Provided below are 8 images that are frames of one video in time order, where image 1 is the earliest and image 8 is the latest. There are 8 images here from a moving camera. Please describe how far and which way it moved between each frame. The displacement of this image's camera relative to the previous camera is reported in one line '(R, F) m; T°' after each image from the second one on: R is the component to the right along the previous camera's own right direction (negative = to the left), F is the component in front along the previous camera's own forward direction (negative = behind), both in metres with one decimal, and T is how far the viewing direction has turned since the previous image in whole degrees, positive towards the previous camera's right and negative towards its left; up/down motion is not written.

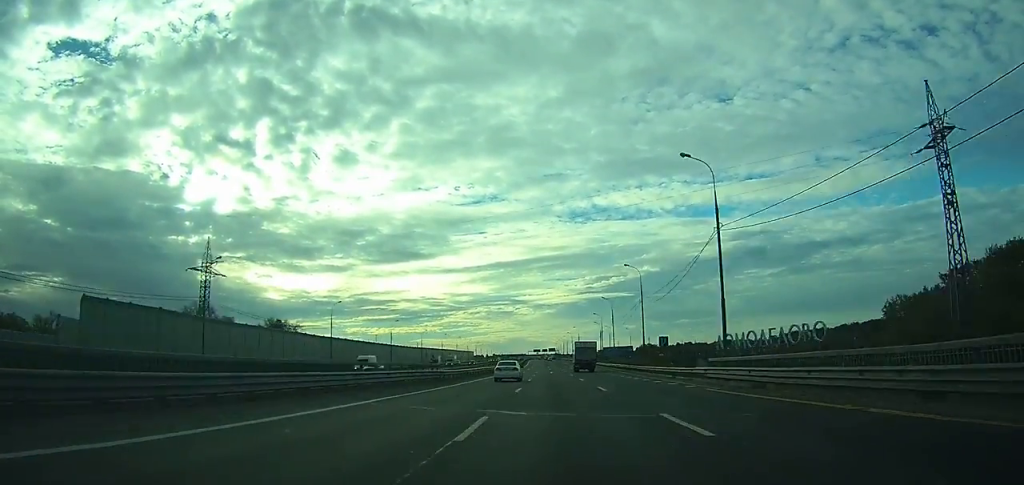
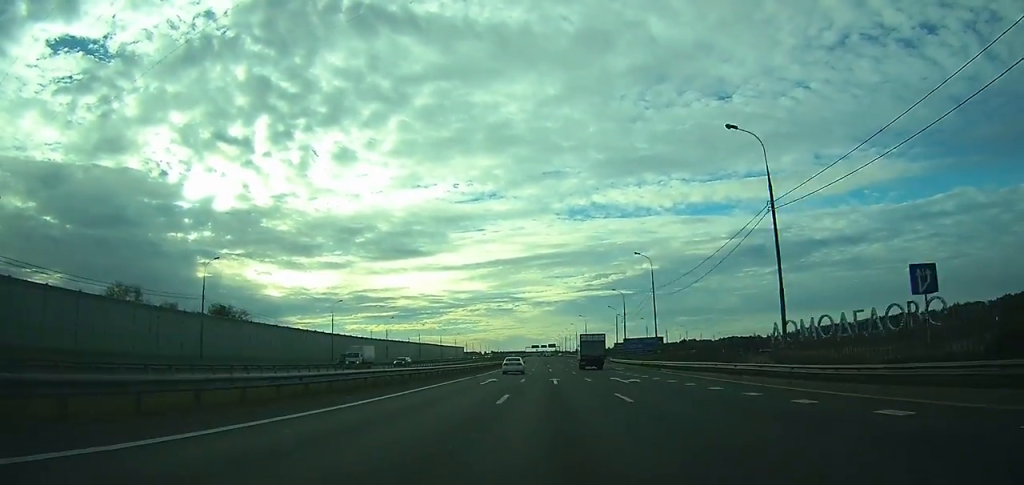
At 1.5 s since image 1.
(0.0, +36.8) m; 0°
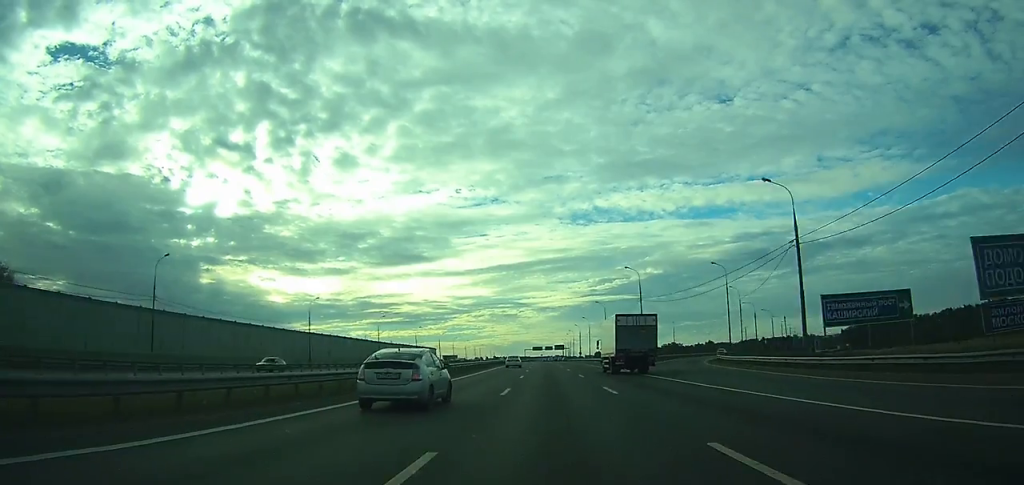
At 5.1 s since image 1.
(-0.5, +95.3) m; -1°
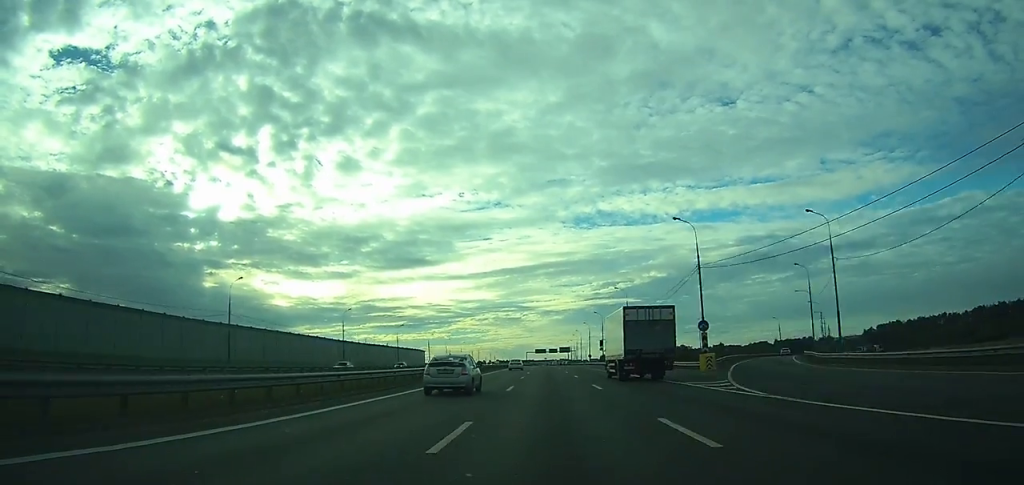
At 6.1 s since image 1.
(-0.1, +29.4) m; 0°
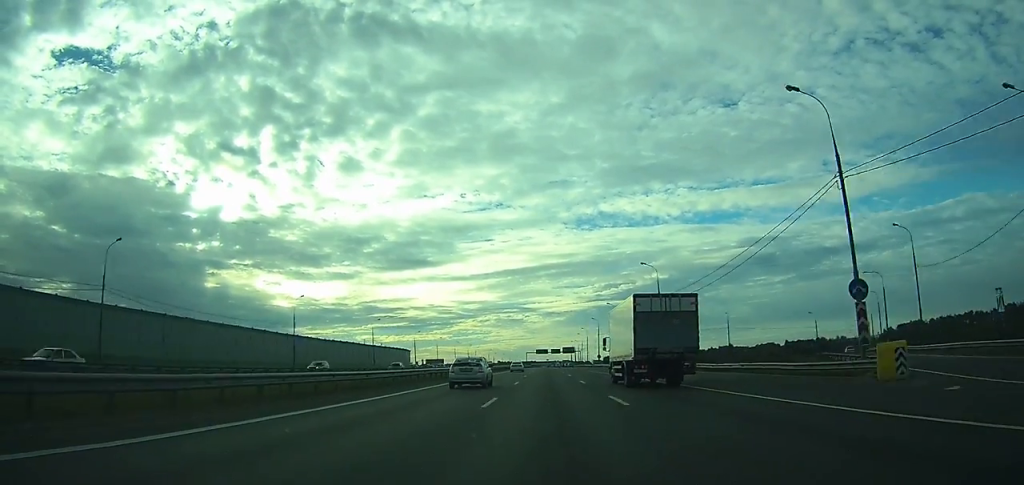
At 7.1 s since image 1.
(-0.1, +25.2) m; 0°
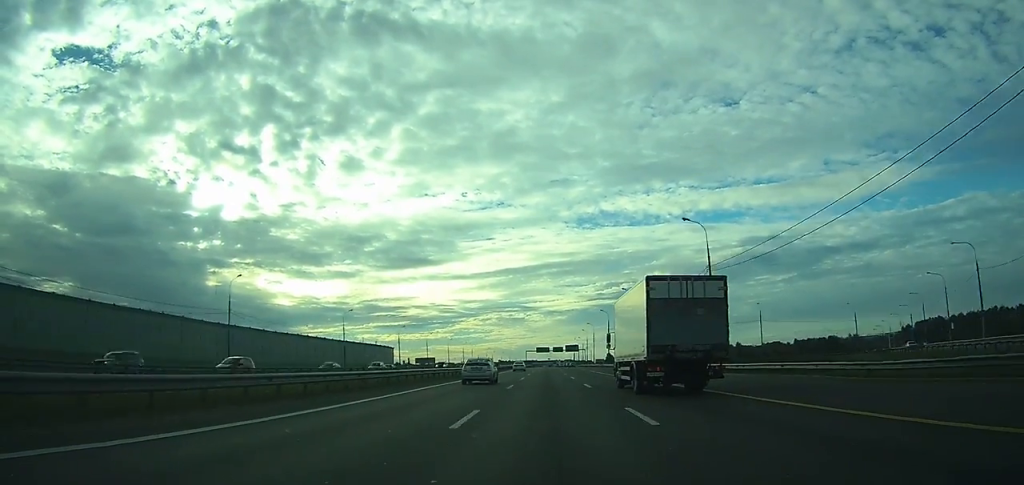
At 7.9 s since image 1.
(0.0, +21.0) m; 0°
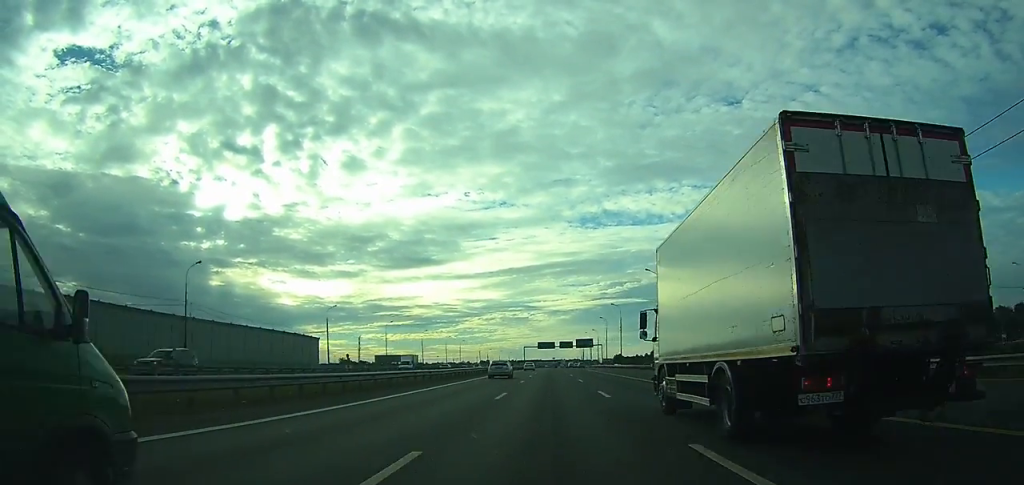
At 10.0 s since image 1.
(-0.2, +52.4) m; 0°
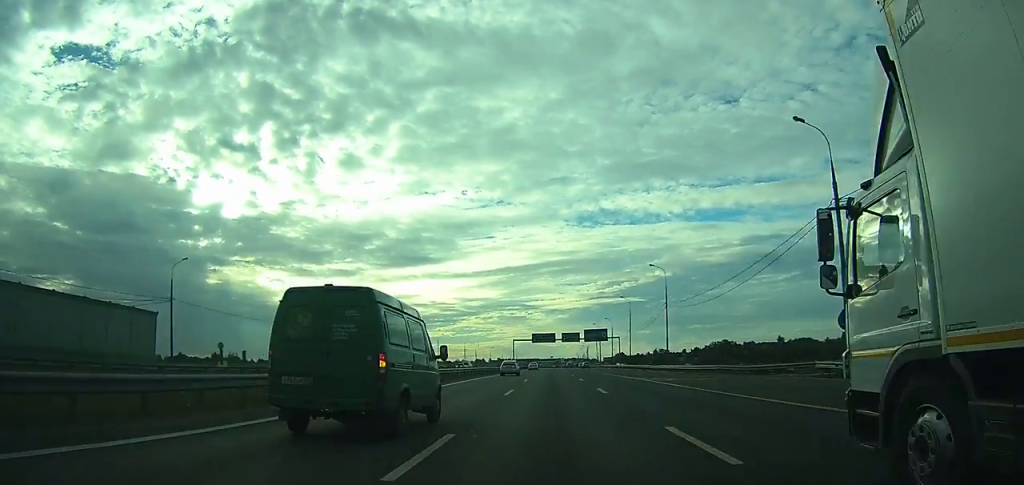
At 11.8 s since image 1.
(0.0, +42.8) m; 0°
